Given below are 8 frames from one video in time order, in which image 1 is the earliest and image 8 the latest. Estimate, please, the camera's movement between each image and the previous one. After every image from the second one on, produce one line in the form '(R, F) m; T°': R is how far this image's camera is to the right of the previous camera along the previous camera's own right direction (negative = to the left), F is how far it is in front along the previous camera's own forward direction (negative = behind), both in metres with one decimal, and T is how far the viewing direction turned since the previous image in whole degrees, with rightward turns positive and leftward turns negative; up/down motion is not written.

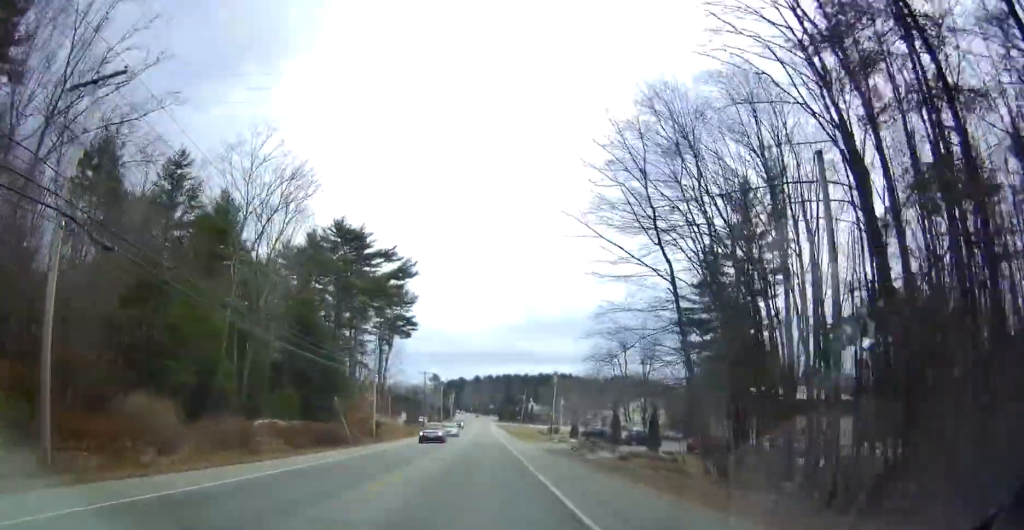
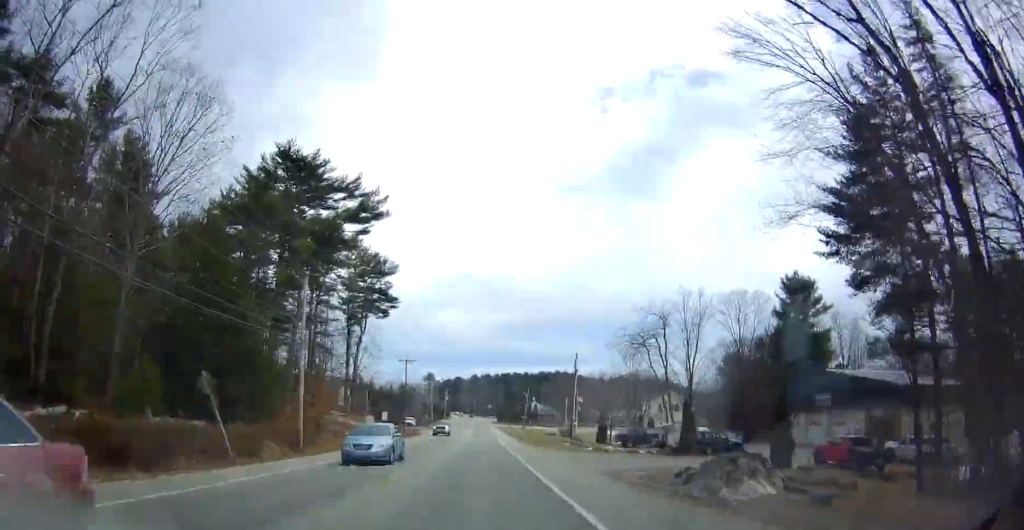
(-0.1, +23.5) m; -1°
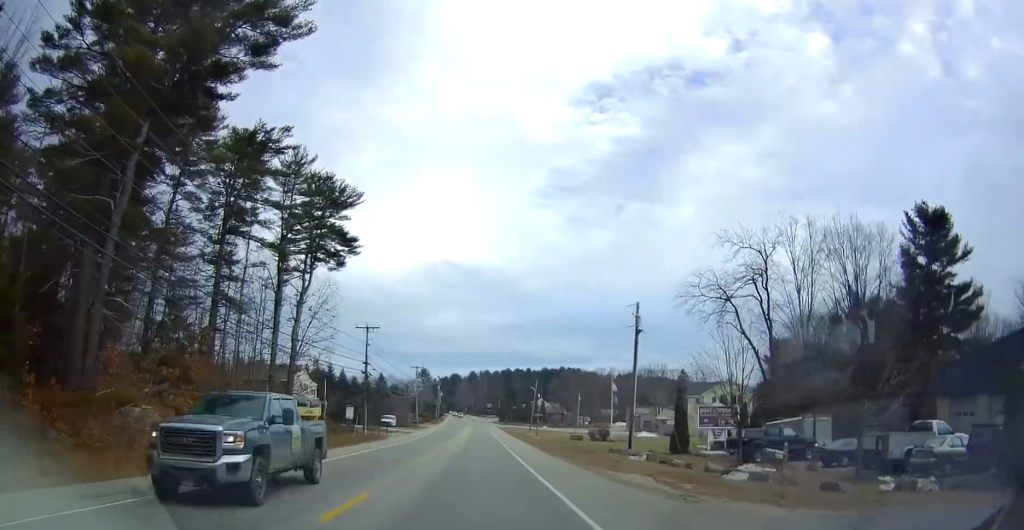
(+0.1, +29.5) m; +1°
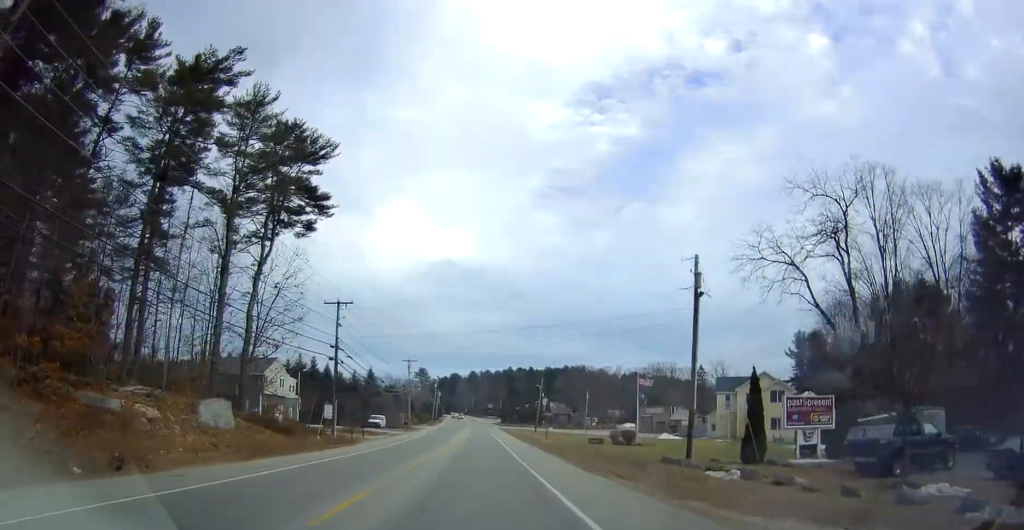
(+0.4, +12.3) m; 0°
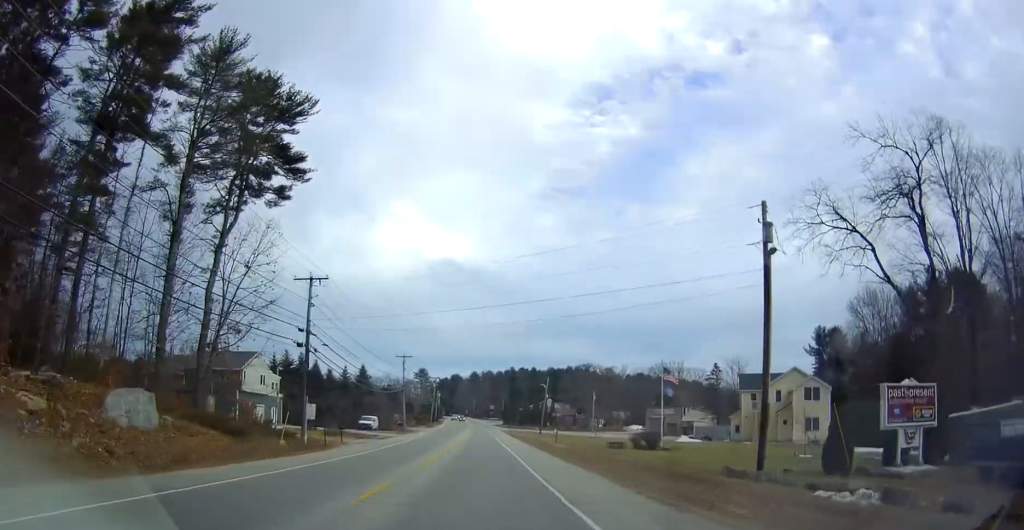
(-0.2, +8.2) m; 0°
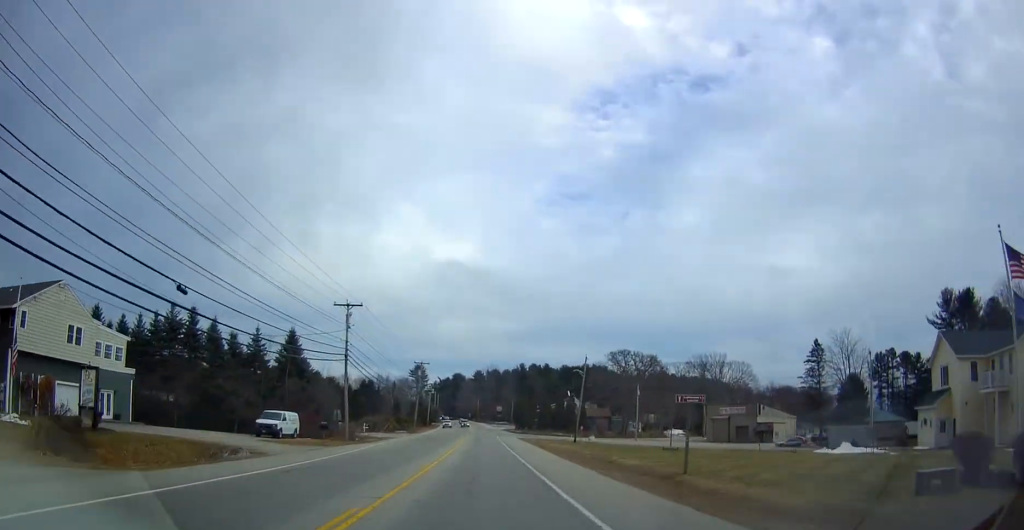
(-0.1, +40.5) m; -1°
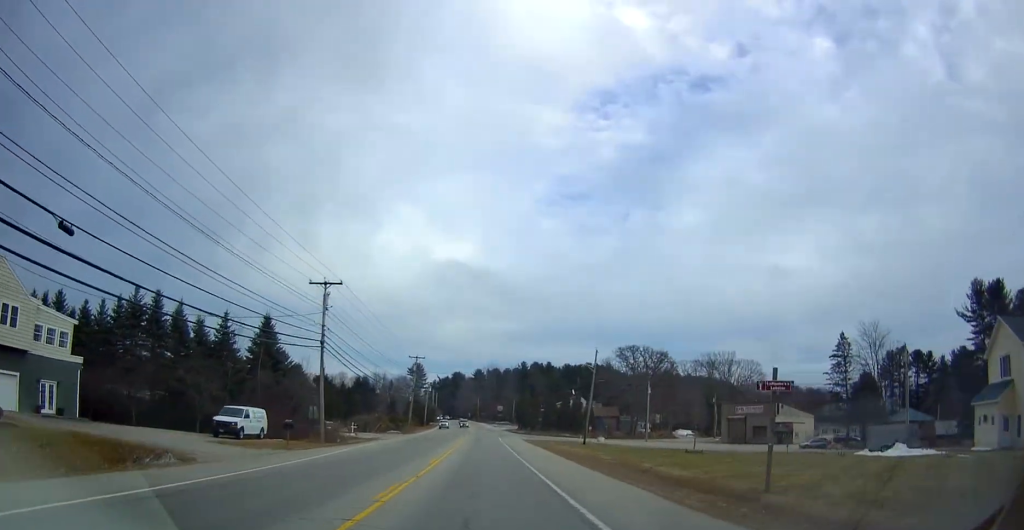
(-0.1, +7.6) m; -1°
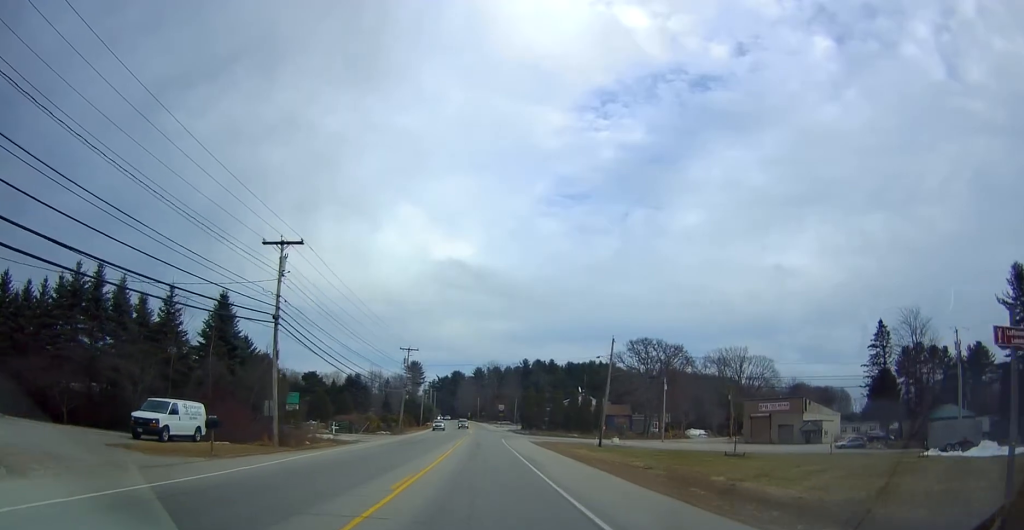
(0.0, +9.8) m; 0°
